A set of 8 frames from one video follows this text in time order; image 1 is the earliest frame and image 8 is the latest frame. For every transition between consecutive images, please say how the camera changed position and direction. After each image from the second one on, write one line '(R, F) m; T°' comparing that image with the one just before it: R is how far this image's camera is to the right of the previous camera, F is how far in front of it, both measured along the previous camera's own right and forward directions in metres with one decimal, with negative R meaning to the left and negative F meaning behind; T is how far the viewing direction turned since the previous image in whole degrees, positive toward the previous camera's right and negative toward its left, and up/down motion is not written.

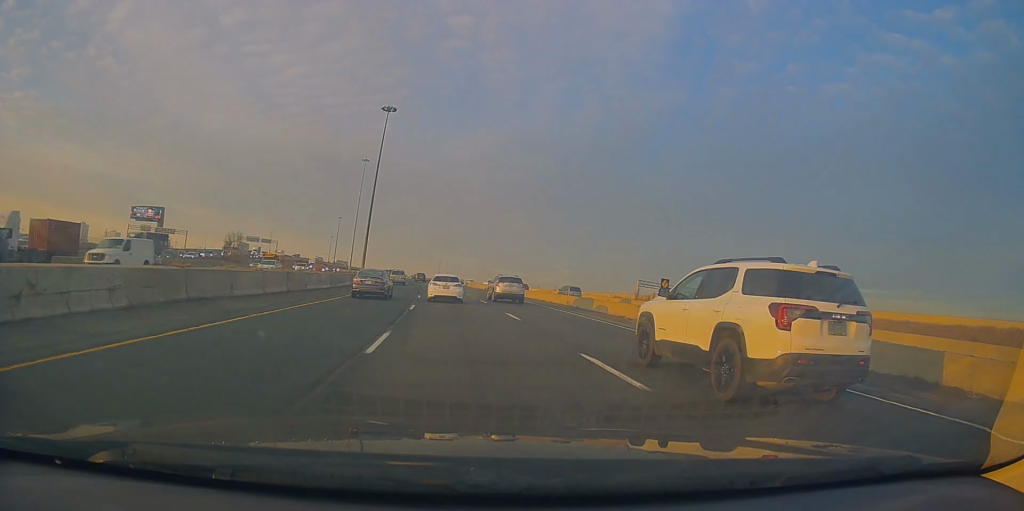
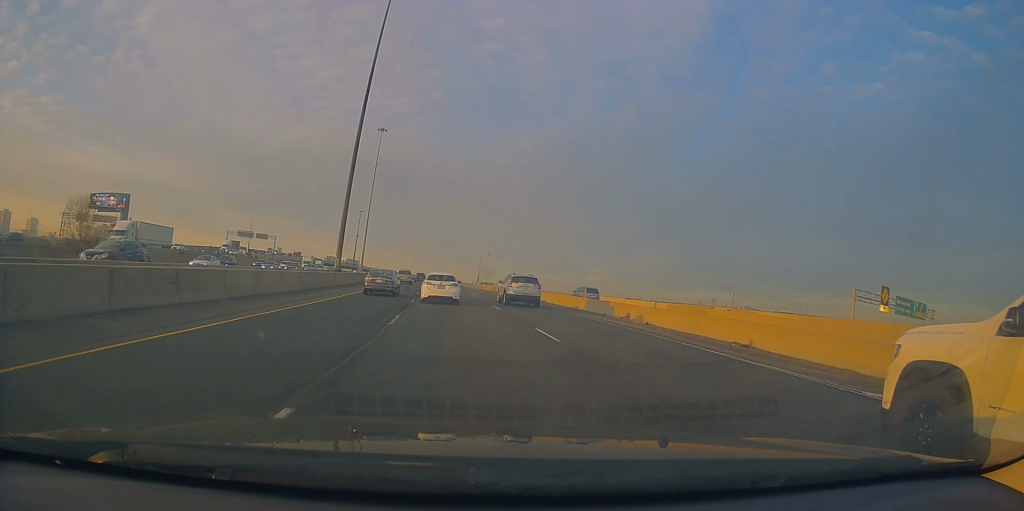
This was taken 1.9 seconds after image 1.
(-1.2, +54.8) m; -2°
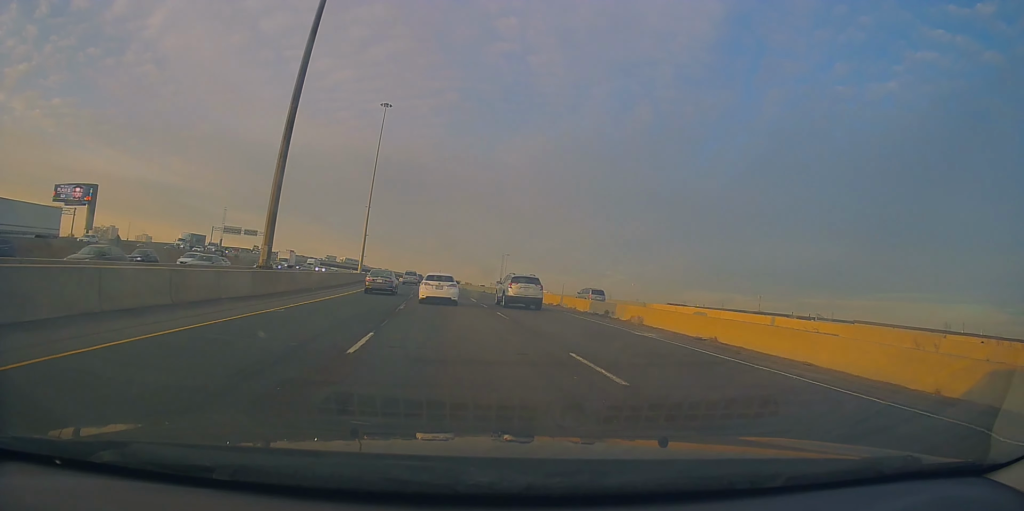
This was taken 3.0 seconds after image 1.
(-0.5, +28.9) m; -4°
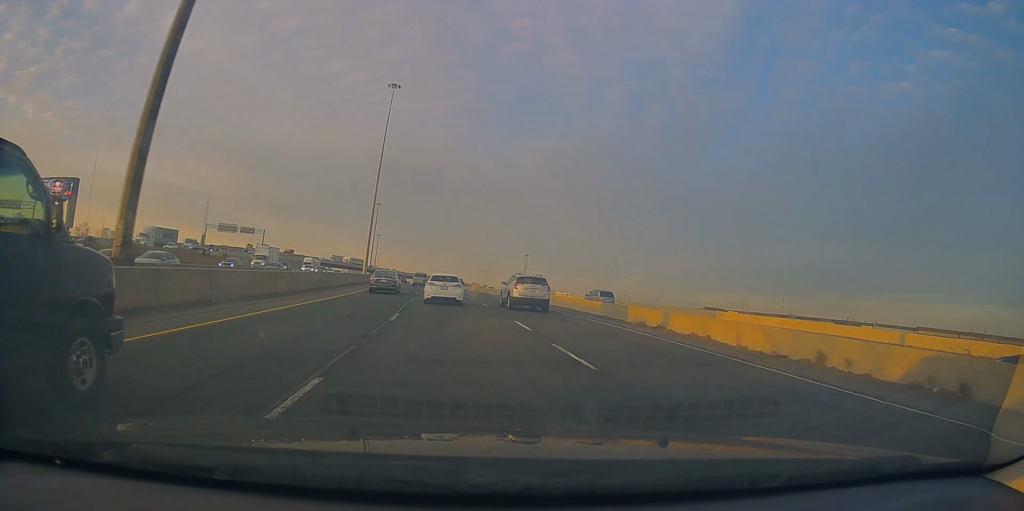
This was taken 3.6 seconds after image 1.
(-0.9, +17.3) m; -2°
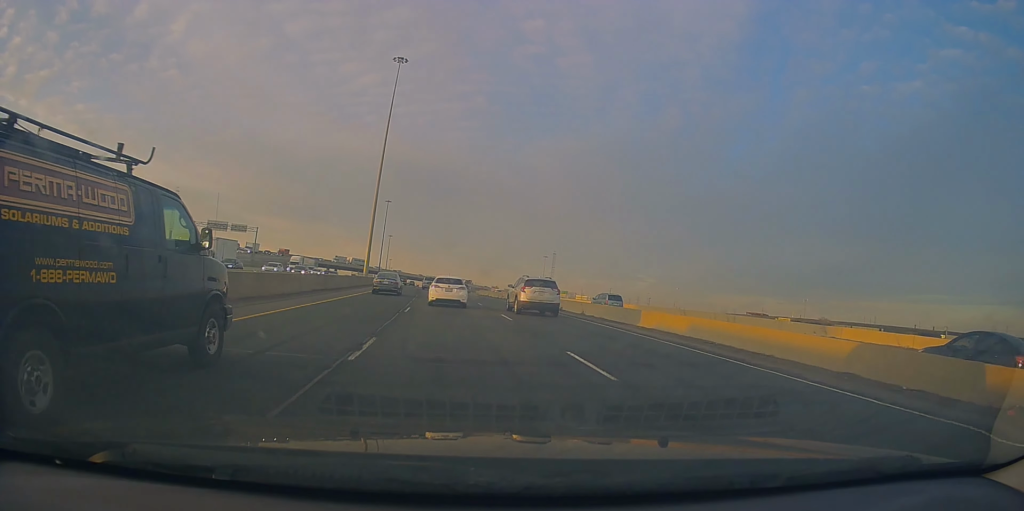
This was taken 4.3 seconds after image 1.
(-0.3, +19.0) m; -1°
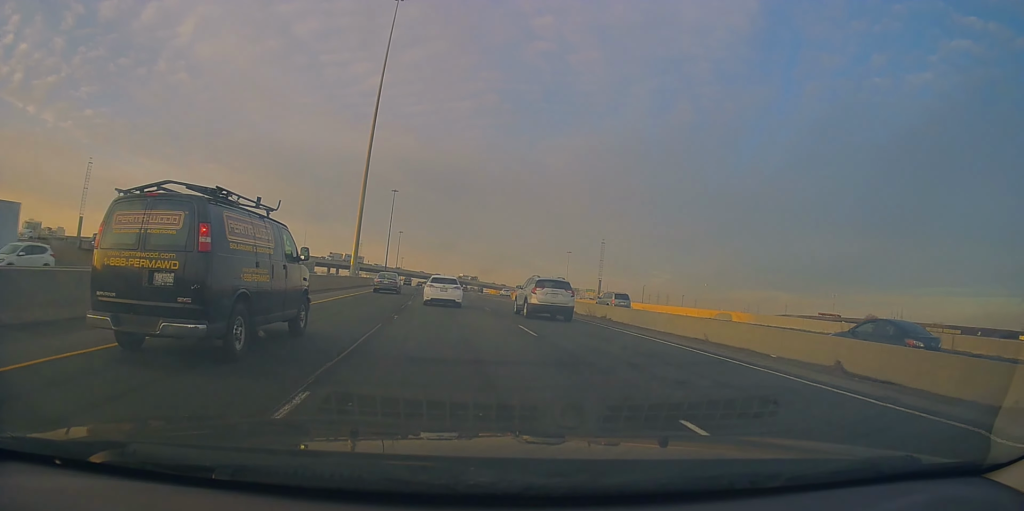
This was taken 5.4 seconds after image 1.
(0.0, +28.8) m; 0°
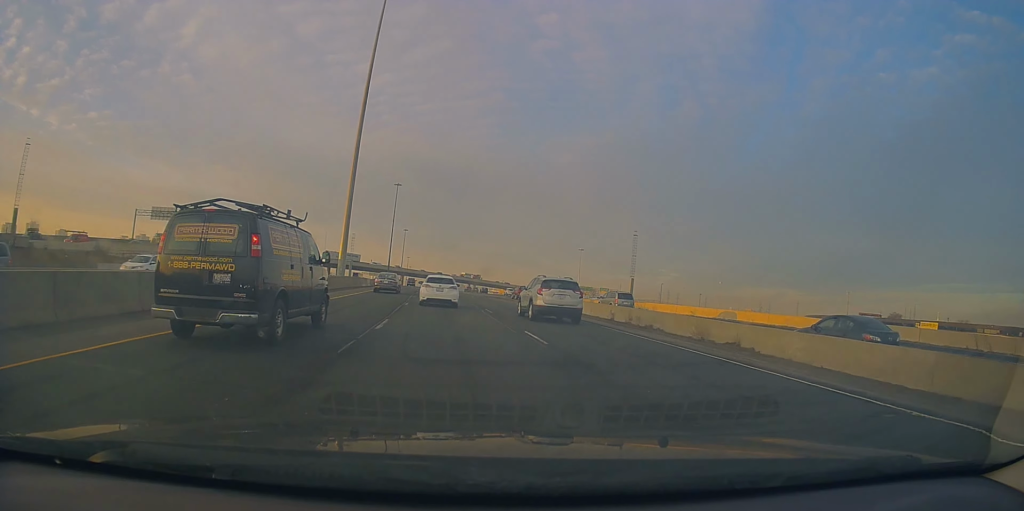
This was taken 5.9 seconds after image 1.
(0.0, +13.4) m; 0°
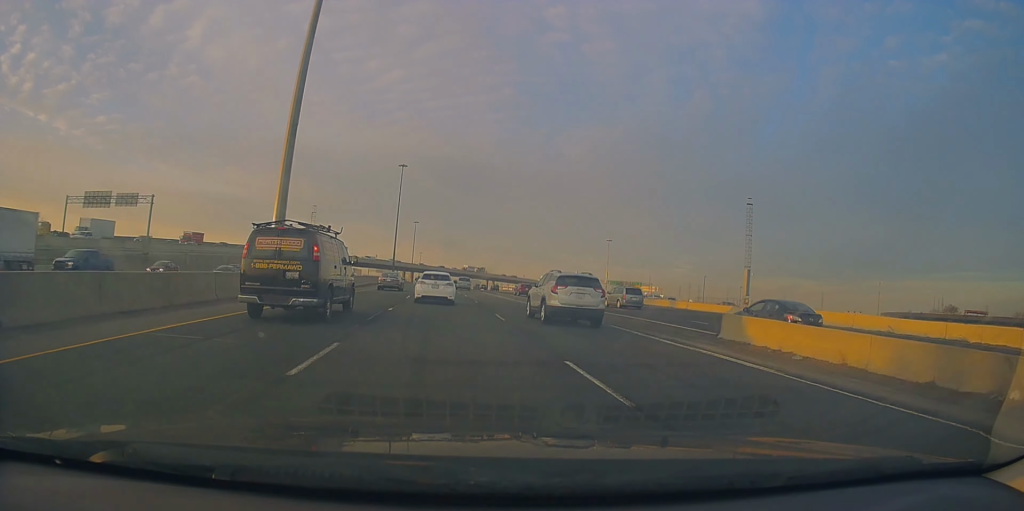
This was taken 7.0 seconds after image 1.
(0.0, +29.8) m; 0°
